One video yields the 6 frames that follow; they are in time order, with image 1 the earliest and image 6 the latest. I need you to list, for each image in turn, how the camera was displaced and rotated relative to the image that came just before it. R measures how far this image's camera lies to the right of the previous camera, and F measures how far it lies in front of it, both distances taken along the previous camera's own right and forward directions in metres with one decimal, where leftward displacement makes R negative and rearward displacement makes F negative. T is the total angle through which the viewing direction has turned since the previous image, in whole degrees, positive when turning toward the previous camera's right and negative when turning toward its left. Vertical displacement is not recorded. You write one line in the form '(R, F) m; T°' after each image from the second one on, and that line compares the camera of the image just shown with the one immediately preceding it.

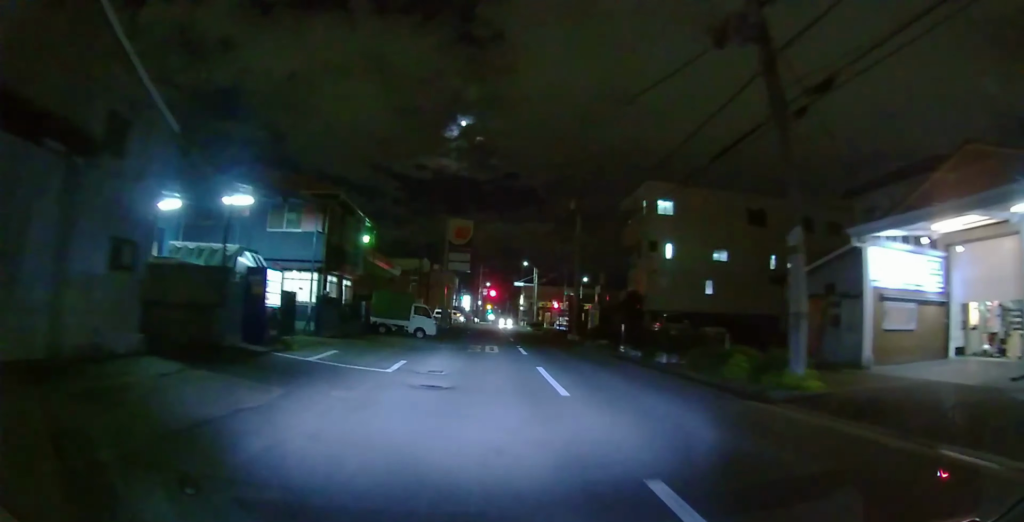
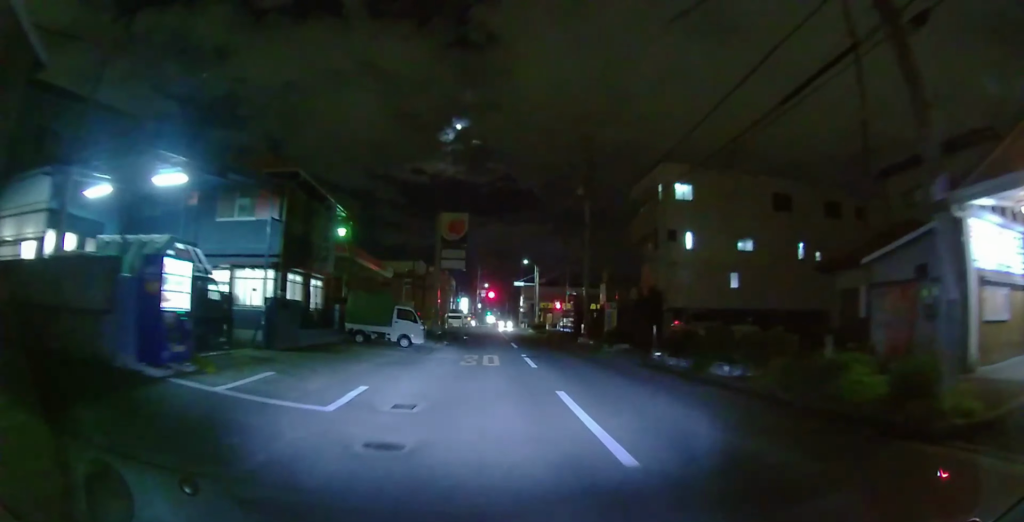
(0.0, +4.7) m; 0°
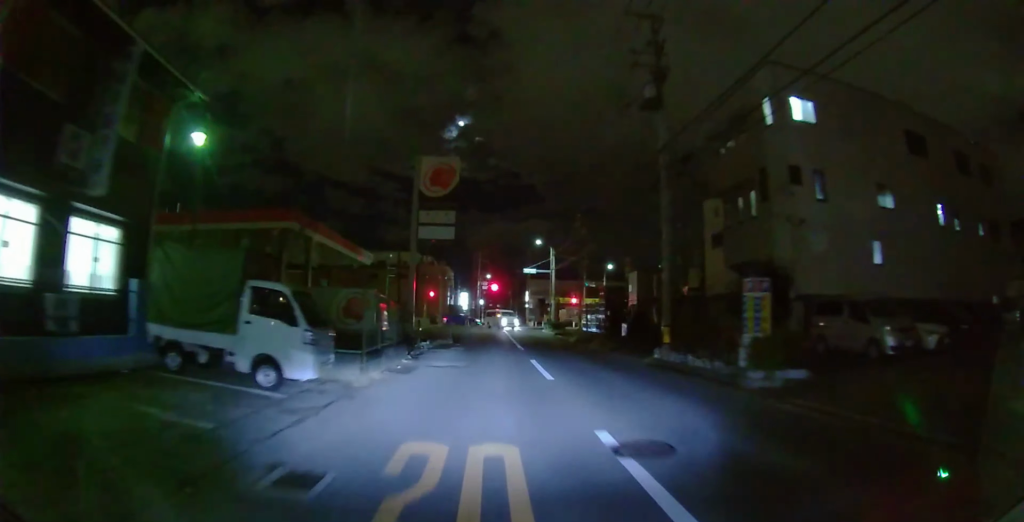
(0.0, +14.5) m; 0°
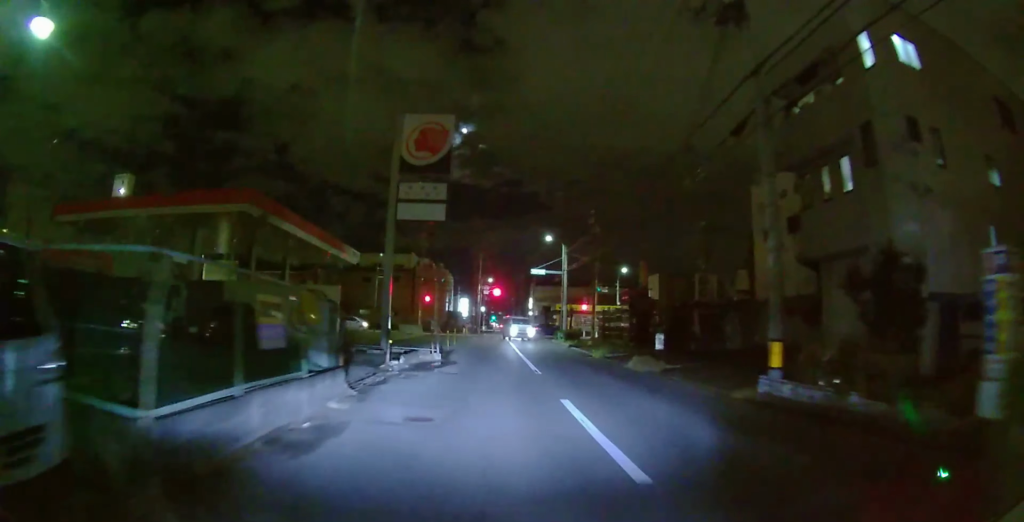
(0.0, +7.3) m; 0°
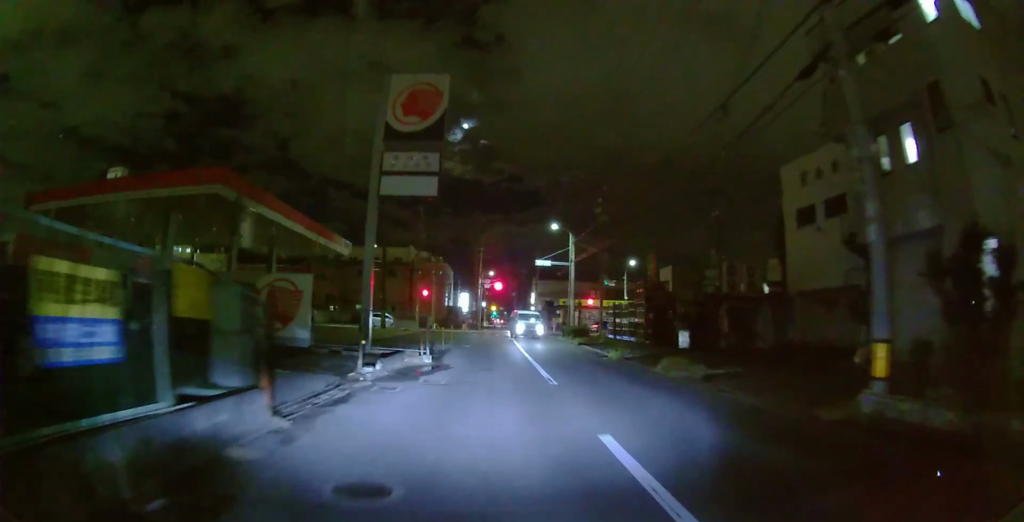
(0.0, +3.4) m; 0°
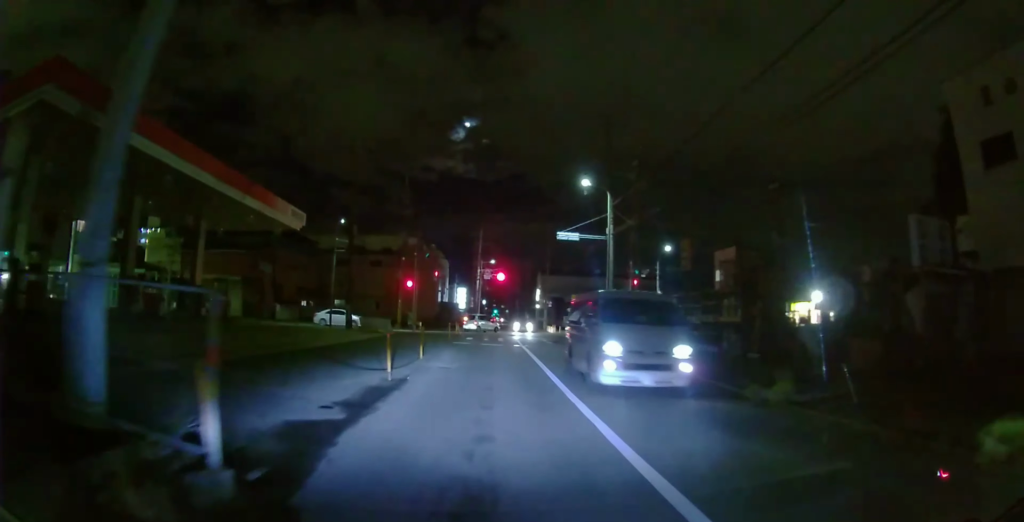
(0.0, +13.4) m; 0°
